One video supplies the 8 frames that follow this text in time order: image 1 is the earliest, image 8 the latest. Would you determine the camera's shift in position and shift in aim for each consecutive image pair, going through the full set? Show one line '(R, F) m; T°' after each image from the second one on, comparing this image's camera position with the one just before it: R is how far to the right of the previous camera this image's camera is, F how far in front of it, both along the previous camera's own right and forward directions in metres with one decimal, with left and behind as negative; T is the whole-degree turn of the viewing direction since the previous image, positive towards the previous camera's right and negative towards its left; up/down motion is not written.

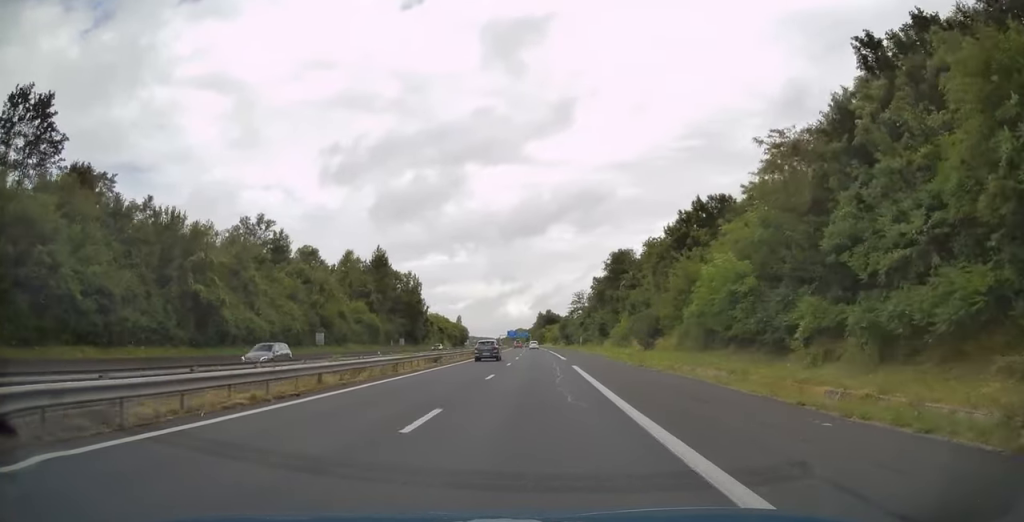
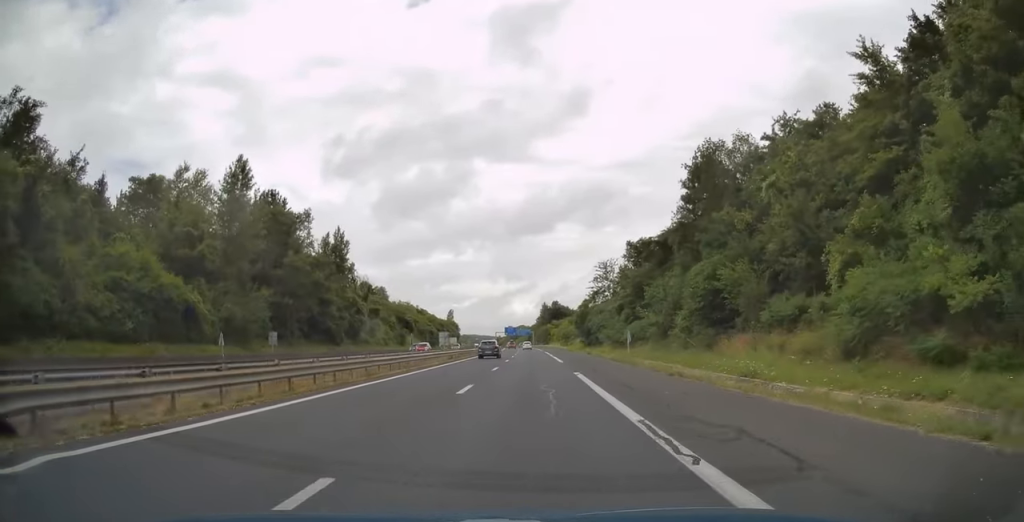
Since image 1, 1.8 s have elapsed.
(-0.3, +58.2) m; -1°
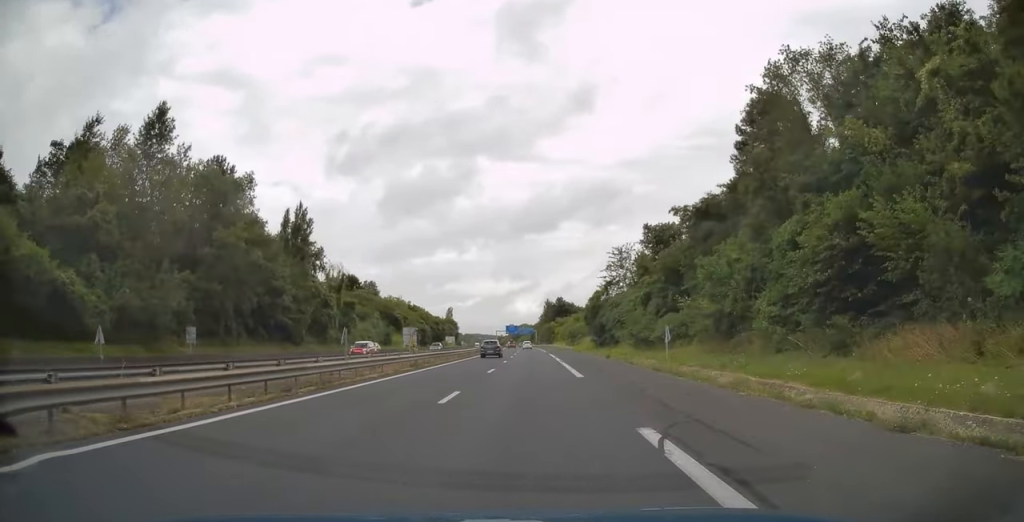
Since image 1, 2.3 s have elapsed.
(0.0, +15.6) m; 0°
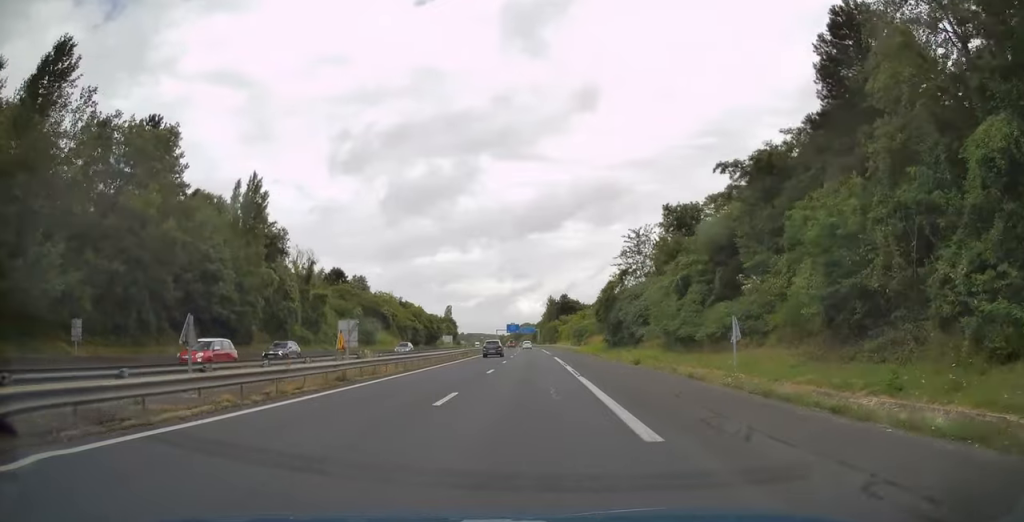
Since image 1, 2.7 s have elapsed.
(-0.1, +13.5) m; 0°
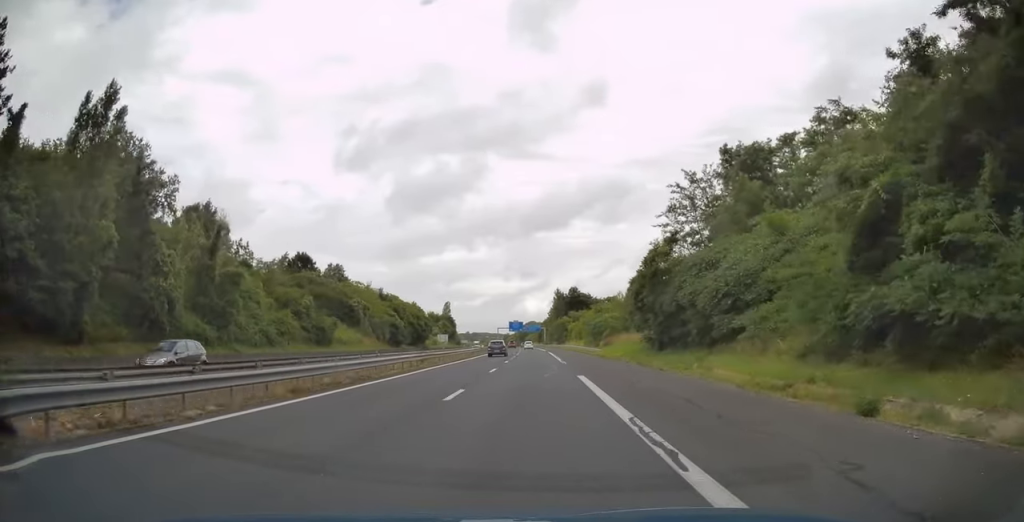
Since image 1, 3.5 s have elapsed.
(-0.1, +24.8) m; 0°
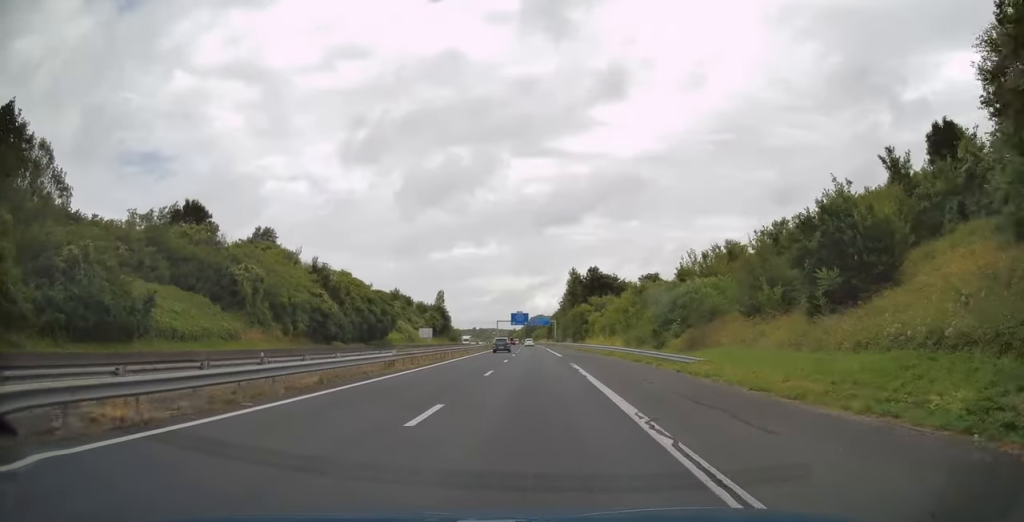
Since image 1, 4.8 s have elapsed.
(-0.3, +43.7) m; -1°
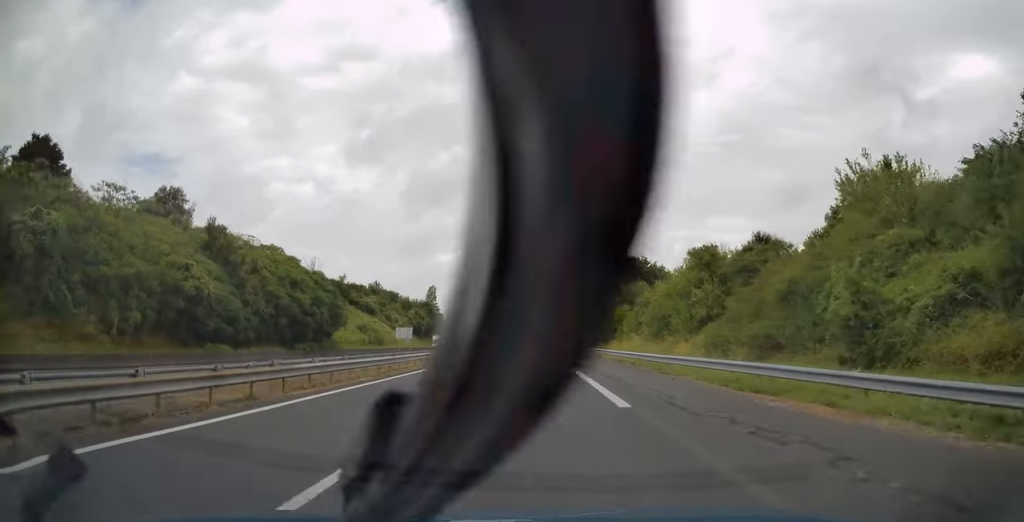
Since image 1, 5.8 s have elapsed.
(-0.1, +31.2) m; -1°
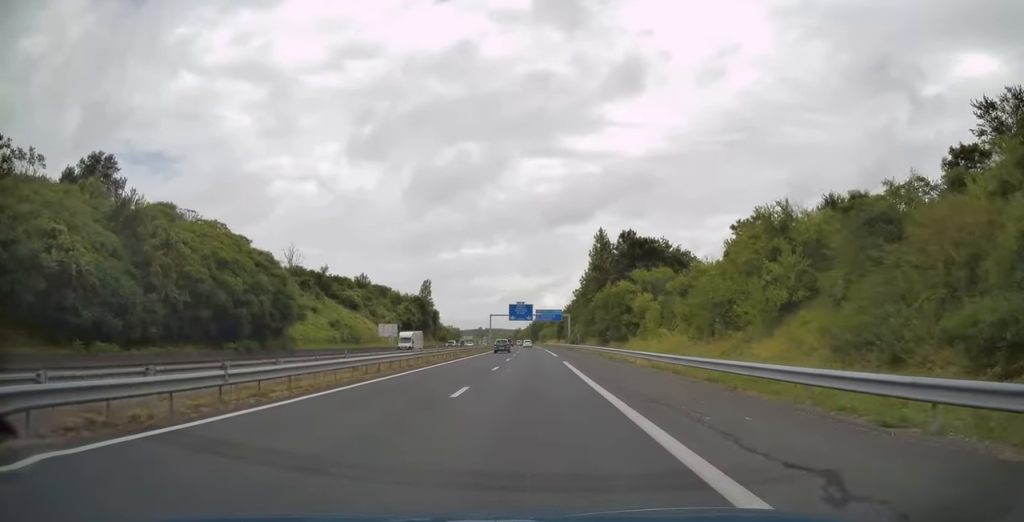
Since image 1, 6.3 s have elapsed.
(0.0, +15.7) m; 0°
